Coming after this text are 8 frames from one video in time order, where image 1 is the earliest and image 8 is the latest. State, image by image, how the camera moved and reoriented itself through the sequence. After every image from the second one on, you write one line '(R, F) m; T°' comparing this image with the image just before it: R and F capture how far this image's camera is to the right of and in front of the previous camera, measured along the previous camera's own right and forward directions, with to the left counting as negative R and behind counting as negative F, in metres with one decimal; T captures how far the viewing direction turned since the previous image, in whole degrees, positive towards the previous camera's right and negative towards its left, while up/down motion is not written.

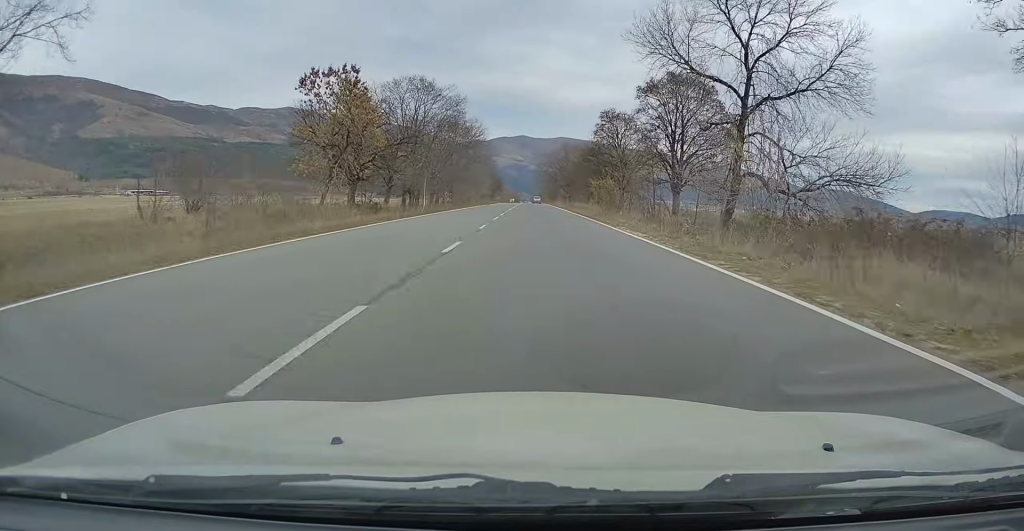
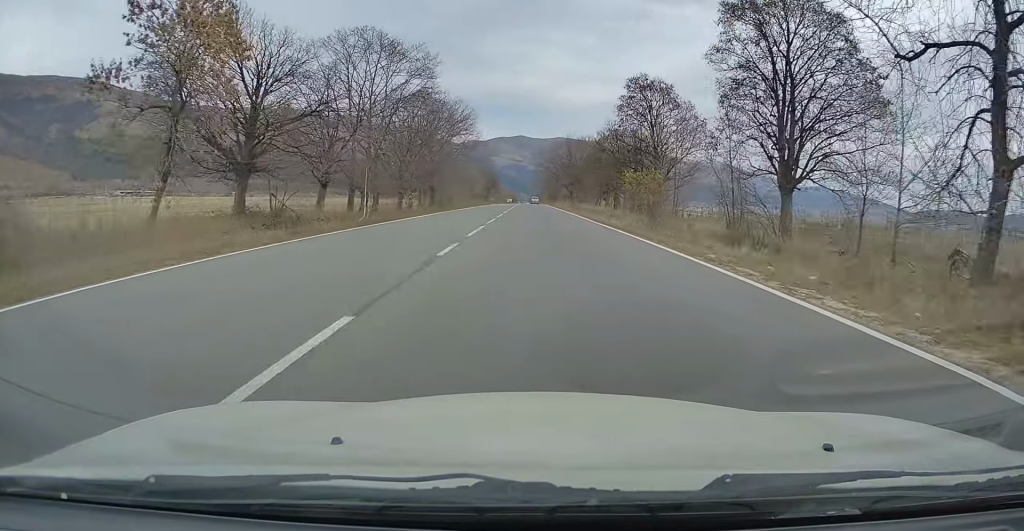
(0.0, +19.5) m; 0°
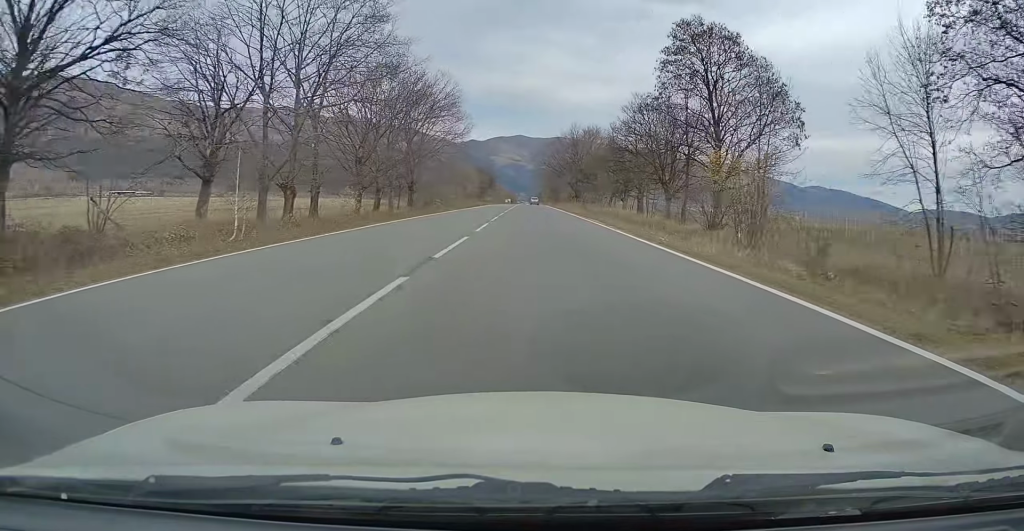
(0.0, +16.0) m; 0°
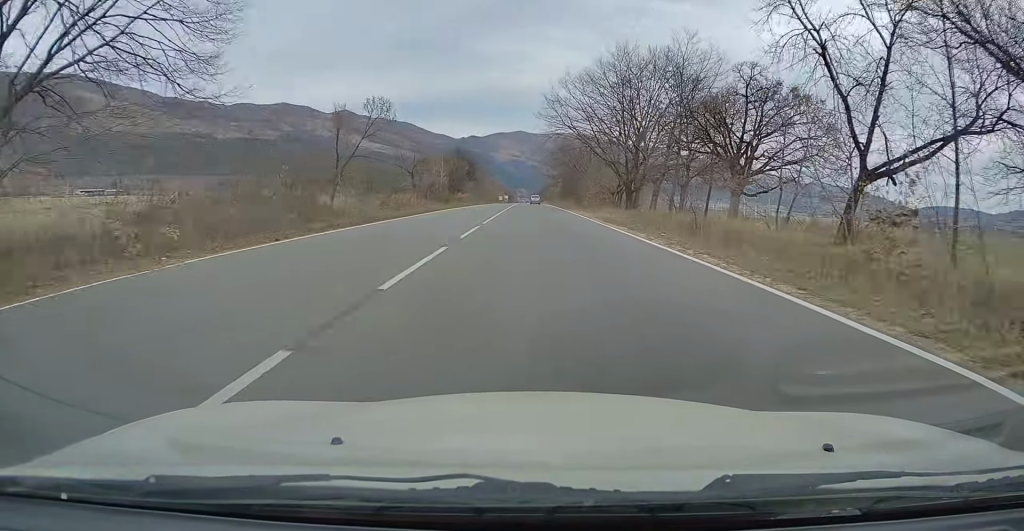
(0.0, +60.7) m; 0°
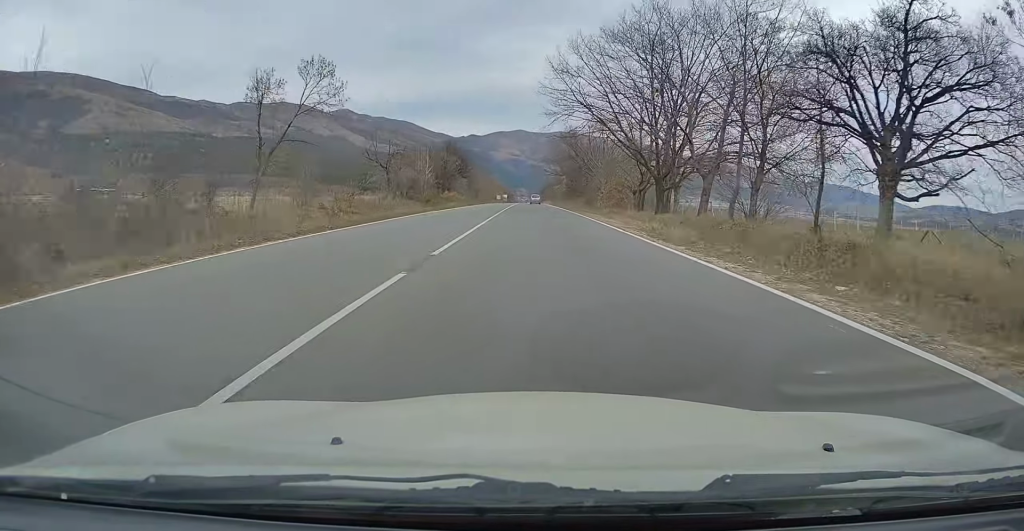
(0.0, +14.2) m; 0°
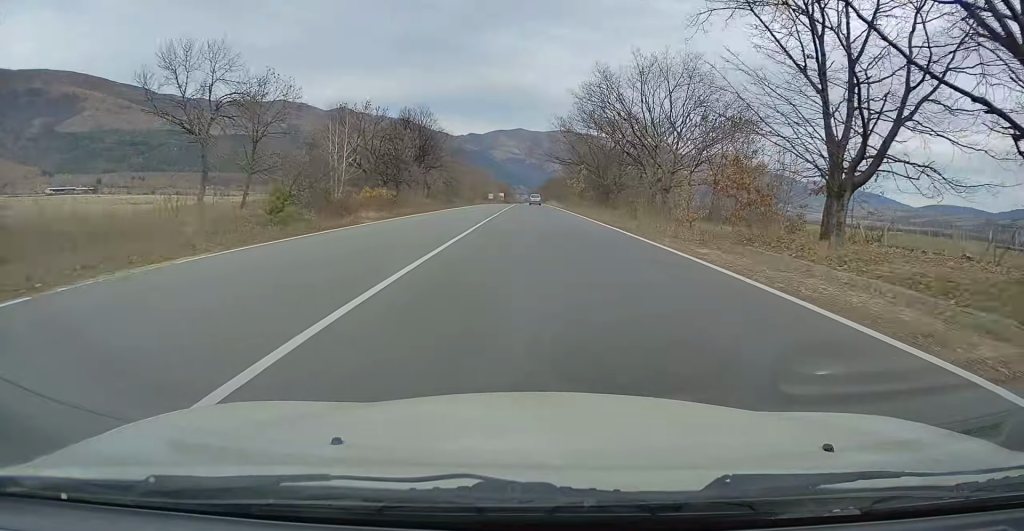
(-0.1, +37.7) m; -1°
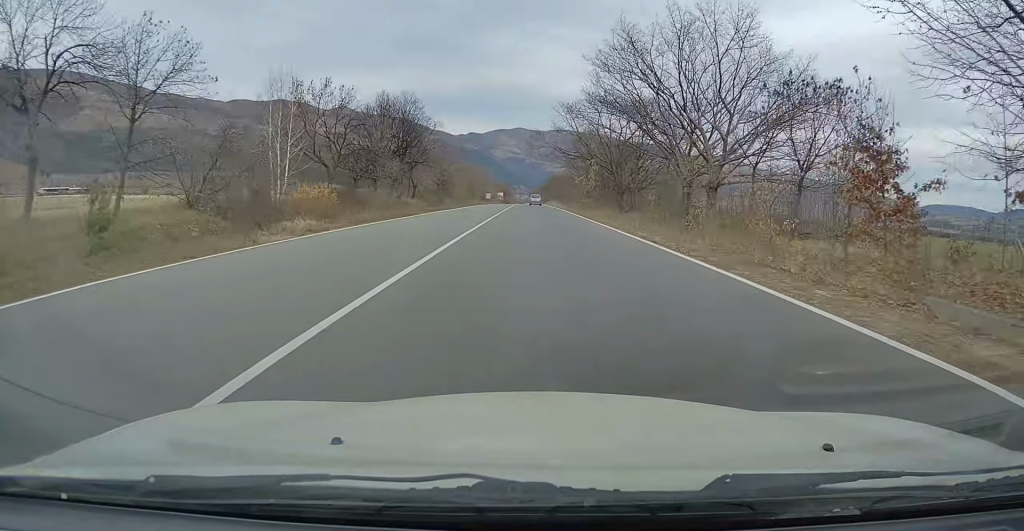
(0.0, +11.2) m; 0°
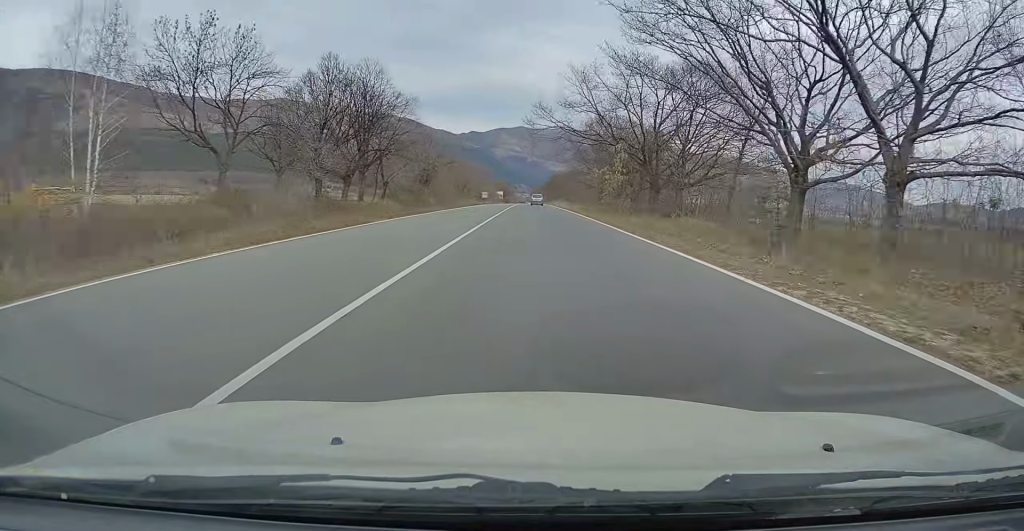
(0.0, +17.1) m; 0°
